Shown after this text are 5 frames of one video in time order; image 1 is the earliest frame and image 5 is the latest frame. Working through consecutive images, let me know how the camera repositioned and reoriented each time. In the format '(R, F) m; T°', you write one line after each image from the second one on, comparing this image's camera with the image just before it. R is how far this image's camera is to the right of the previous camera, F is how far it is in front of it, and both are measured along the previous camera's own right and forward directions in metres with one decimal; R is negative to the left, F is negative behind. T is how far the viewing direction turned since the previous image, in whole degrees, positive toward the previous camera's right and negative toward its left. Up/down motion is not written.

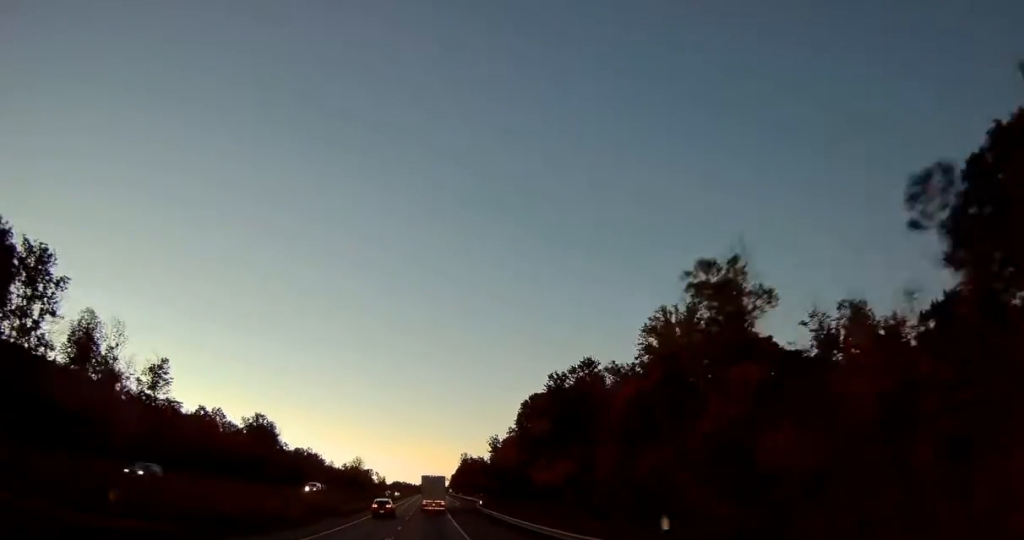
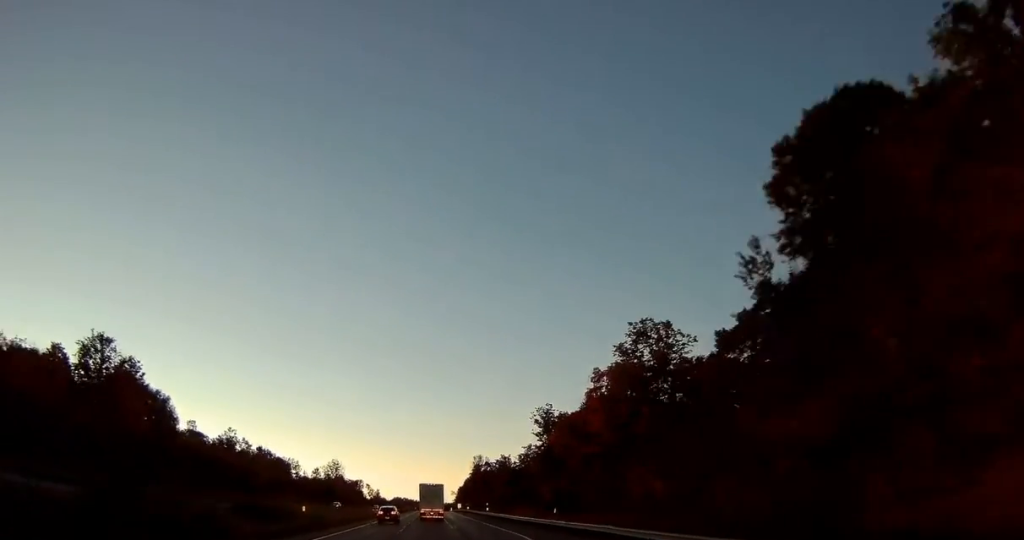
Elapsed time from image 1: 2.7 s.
(+0.6, +80.9) m; 0°
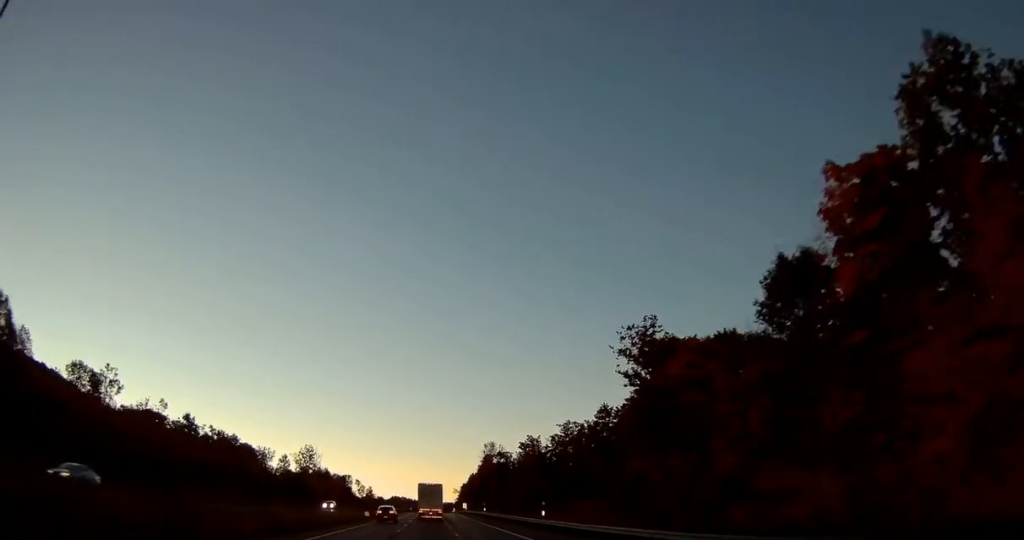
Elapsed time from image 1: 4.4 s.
(-0.5, +48.1) m; 0°
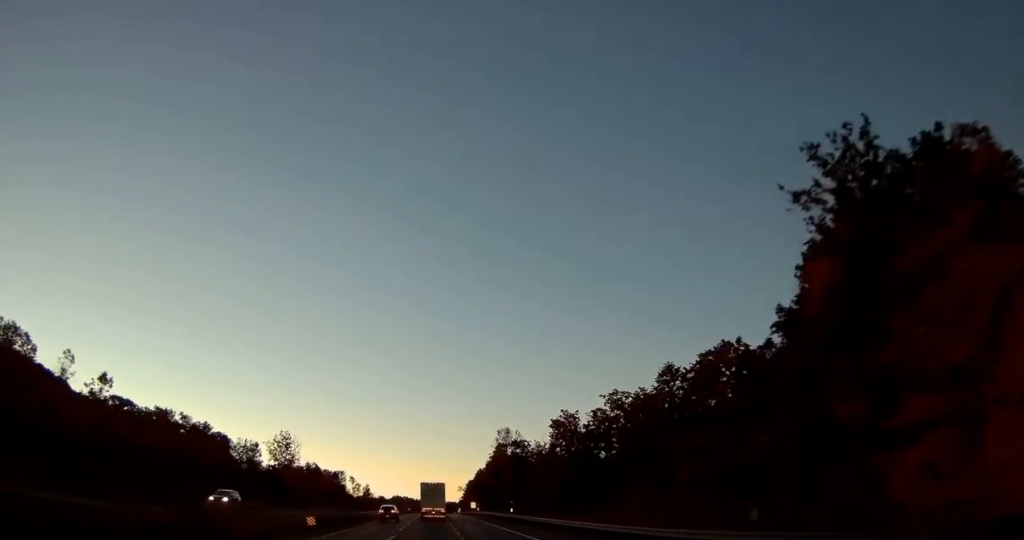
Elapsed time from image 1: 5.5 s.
(+0.2, +32.7) m; 0°
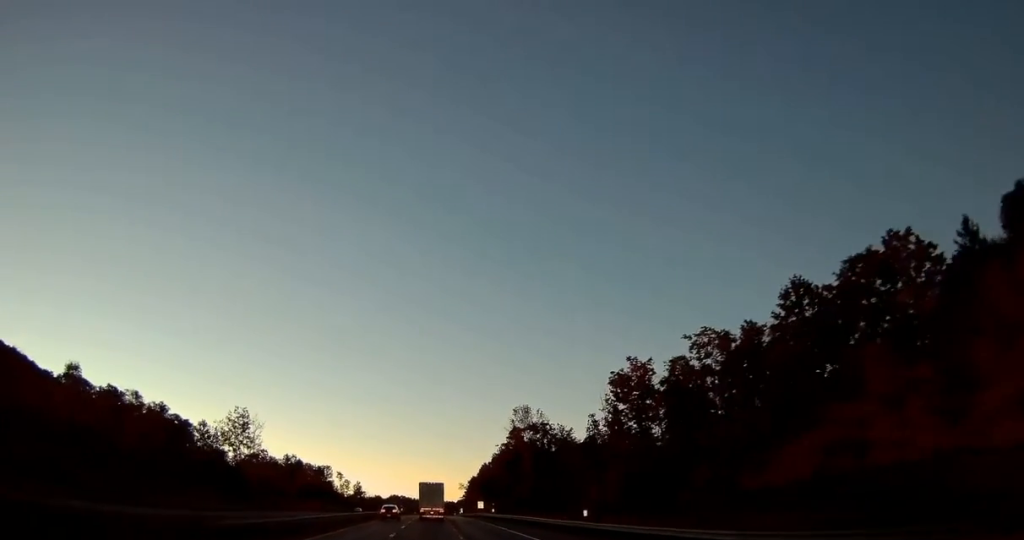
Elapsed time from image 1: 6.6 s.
(0.0, +33.9) m; 0°
